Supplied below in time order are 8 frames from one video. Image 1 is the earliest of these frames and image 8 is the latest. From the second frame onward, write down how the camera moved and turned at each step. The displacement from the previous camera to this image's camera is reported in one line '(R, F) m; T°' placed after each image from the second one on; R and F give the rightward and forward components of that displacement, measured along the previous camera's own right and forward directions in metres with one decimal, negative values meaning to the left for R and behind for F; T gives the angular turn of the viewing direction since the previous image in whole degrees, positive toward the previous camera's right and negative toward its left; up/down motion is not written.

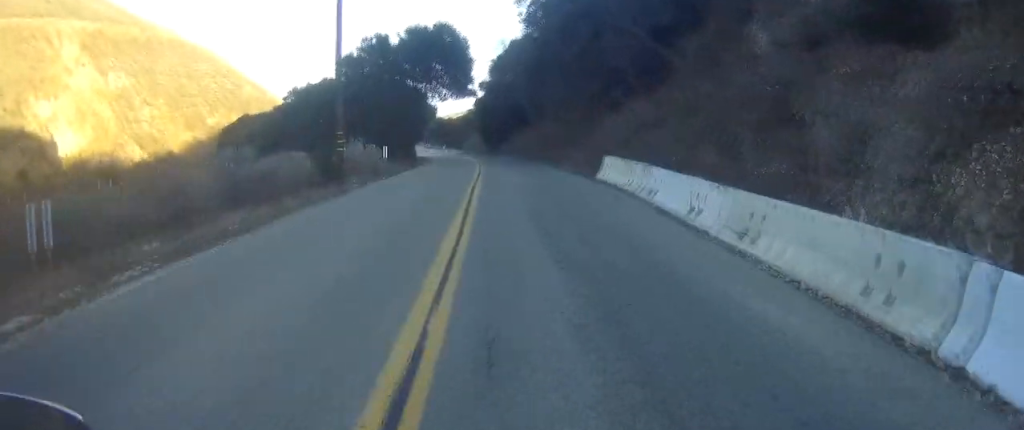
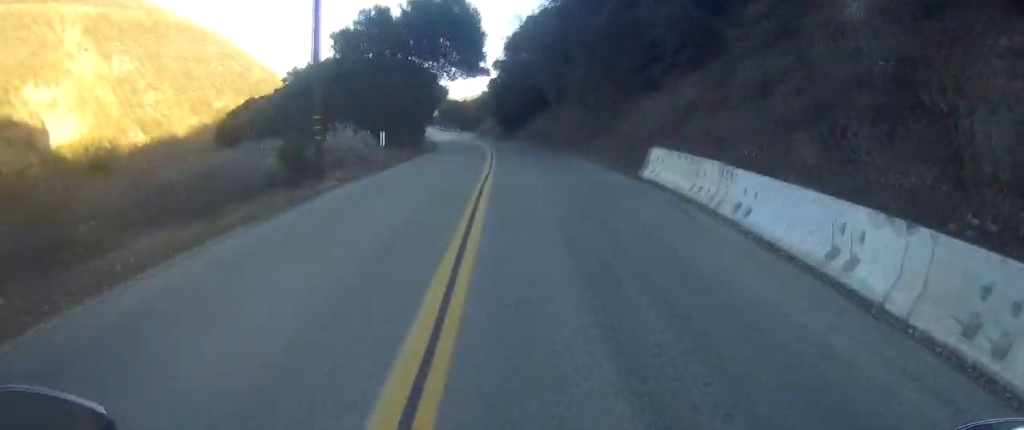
(+0.2, +5.3) m; +3°
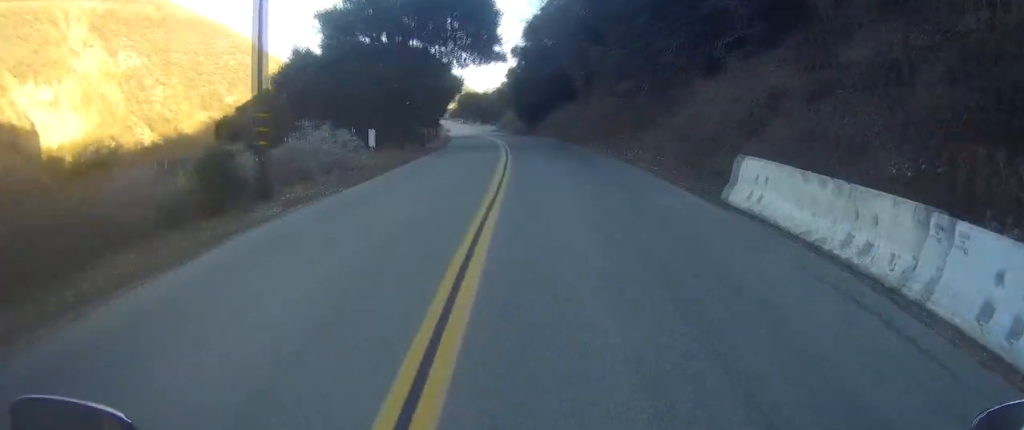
(+0.2, +6.2) m; +3°
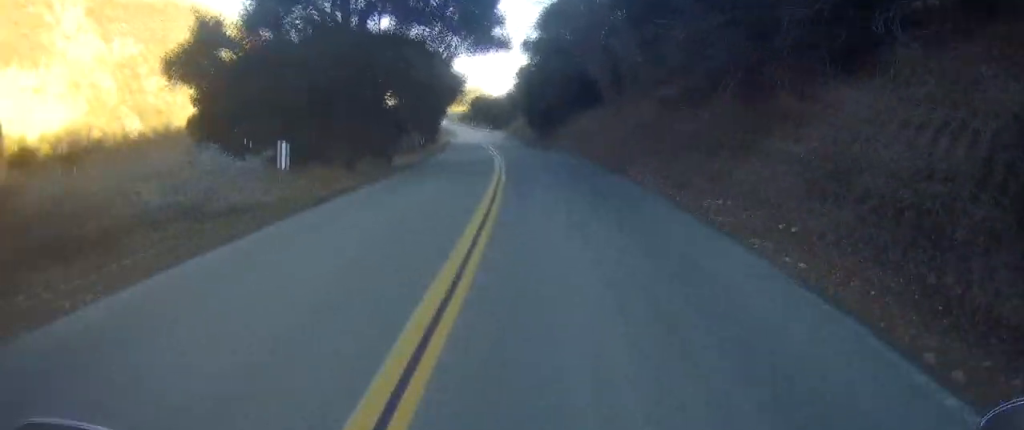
(+0.3, +9.9) m; +3°
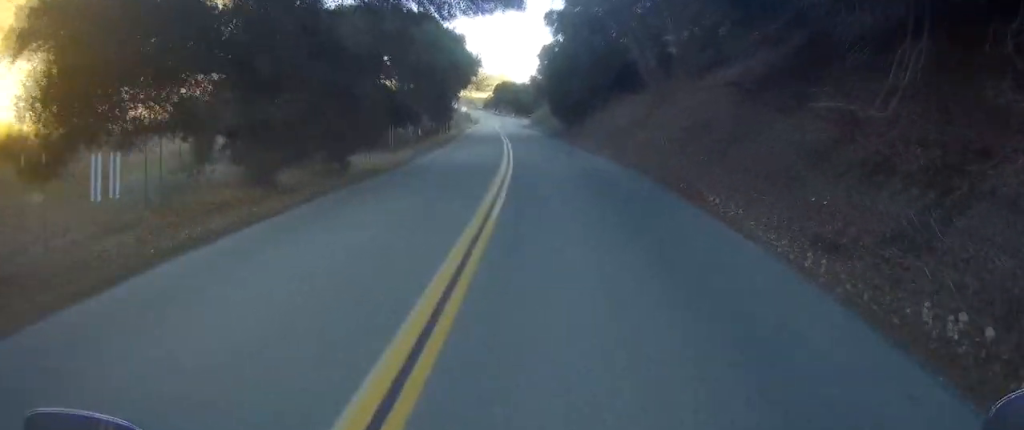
(+0.3, +7.4) m; +3°
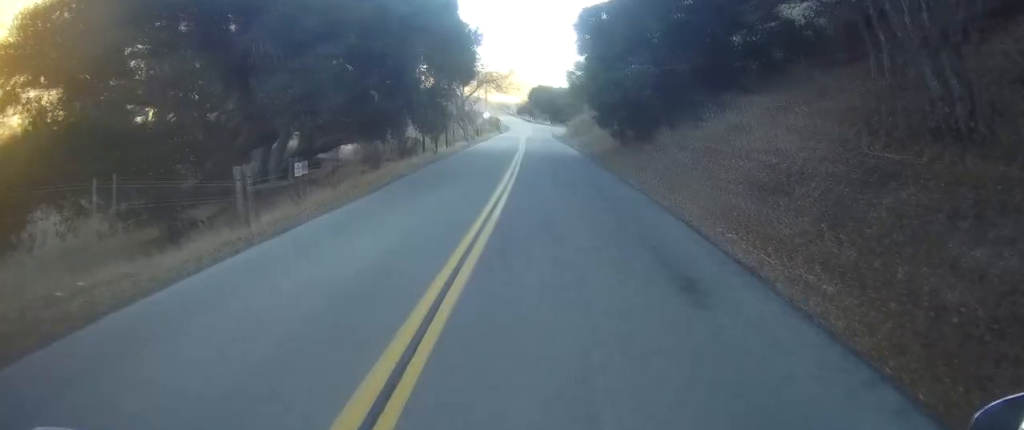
(+1.1, +18.2) m; -3°
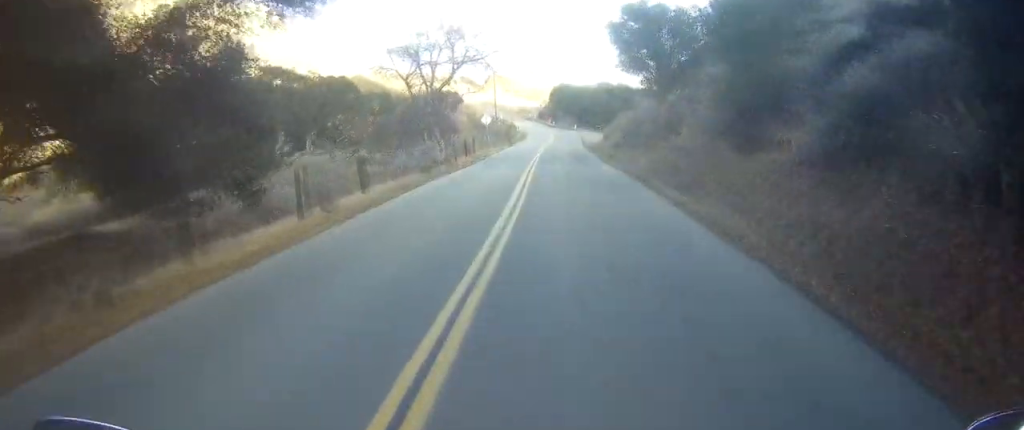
(-4.0, +28.3) m; -12°
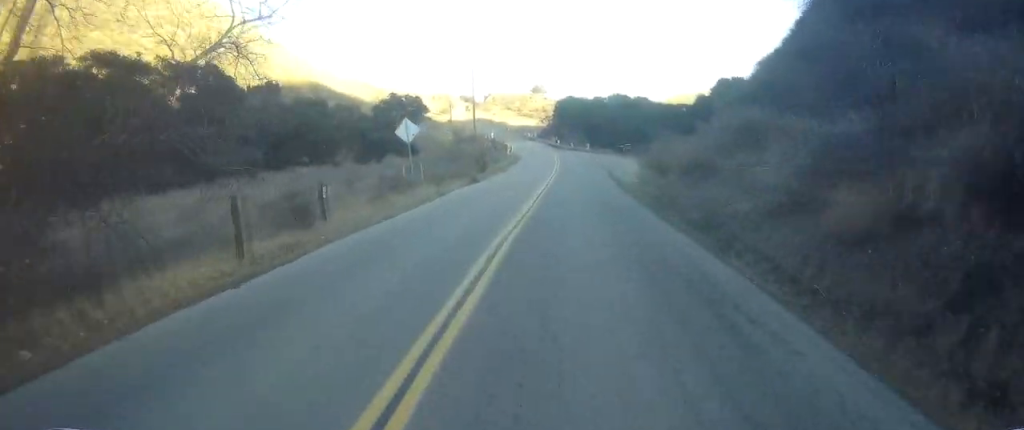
(-2.4, +32.6) m; -5°
